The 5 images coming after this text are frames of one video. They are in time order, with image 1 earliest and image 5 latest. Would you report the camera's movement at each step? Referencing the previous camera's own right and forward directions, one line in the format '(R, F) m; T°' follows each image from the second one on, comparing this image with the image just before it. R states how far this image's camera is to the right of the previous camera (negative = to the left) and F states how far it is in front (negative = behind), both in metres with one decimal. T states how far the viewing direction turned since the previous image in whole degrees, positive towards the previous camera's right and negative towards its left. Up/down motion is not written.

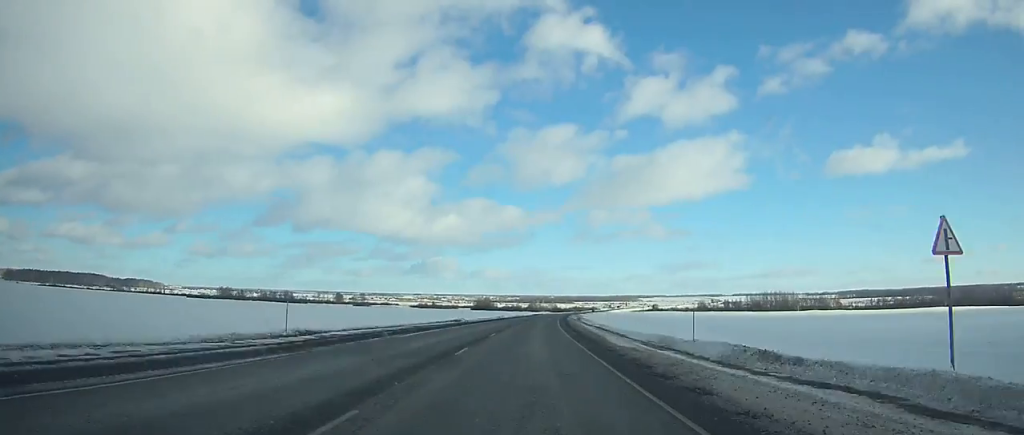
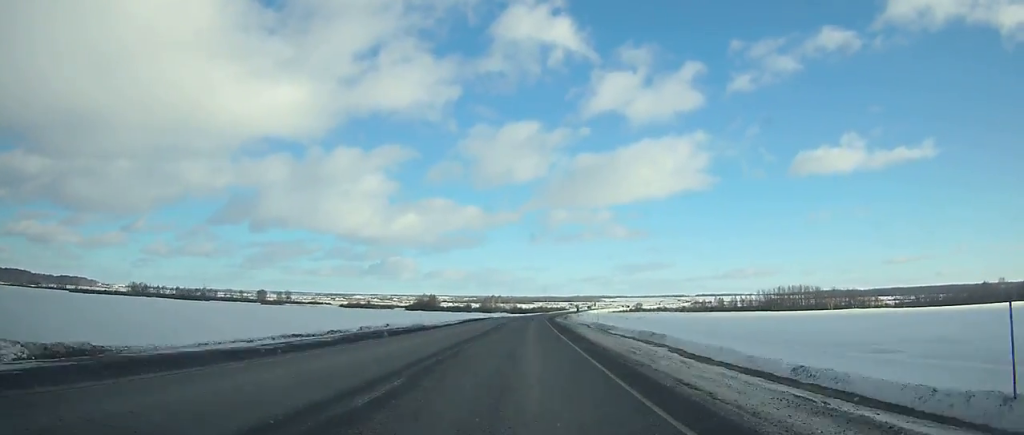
(+4.5, +115.7) m; +4°
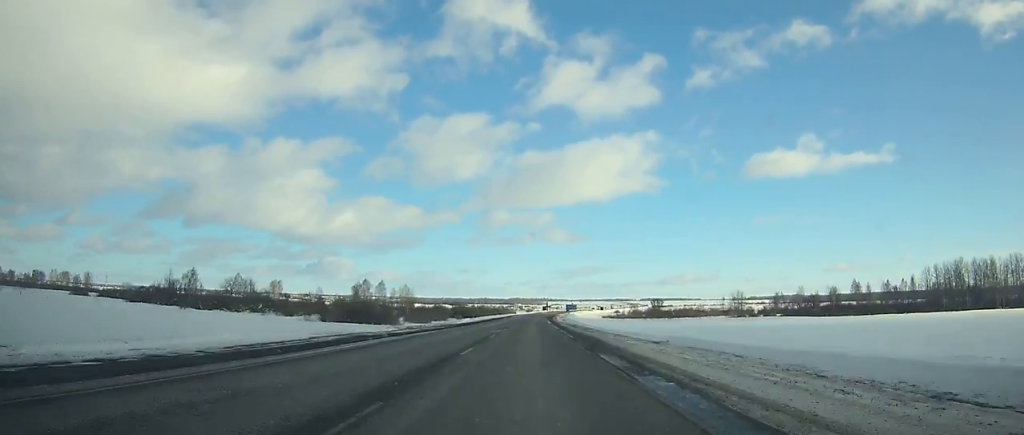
(+13.7, +246.4) m; +6°
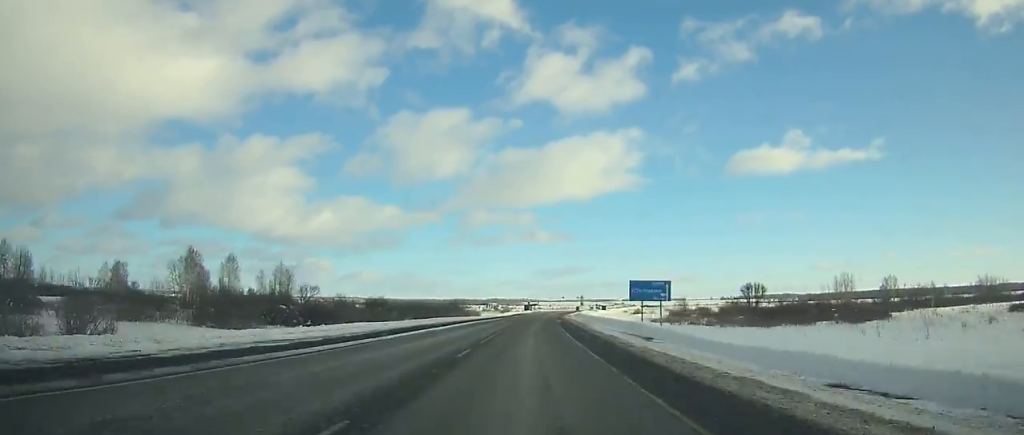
(+2.4, +116.5) m; +3°
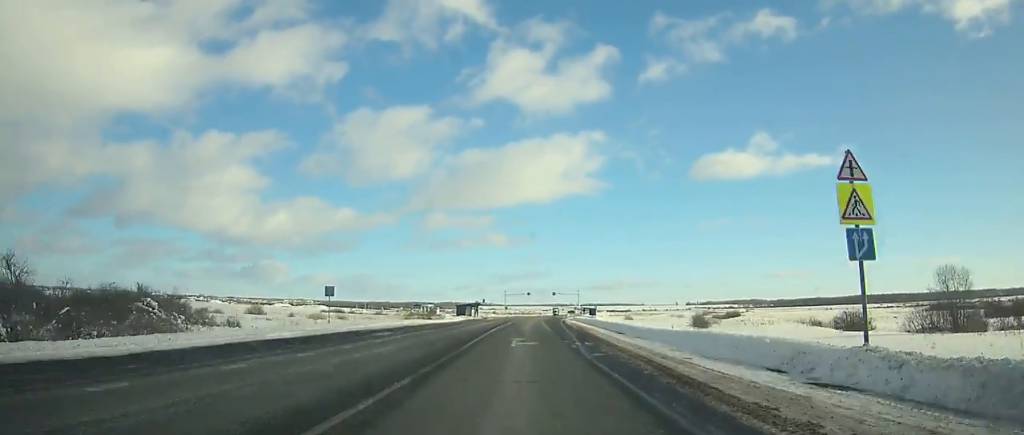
(+3.8, +132.5) m; +3°
